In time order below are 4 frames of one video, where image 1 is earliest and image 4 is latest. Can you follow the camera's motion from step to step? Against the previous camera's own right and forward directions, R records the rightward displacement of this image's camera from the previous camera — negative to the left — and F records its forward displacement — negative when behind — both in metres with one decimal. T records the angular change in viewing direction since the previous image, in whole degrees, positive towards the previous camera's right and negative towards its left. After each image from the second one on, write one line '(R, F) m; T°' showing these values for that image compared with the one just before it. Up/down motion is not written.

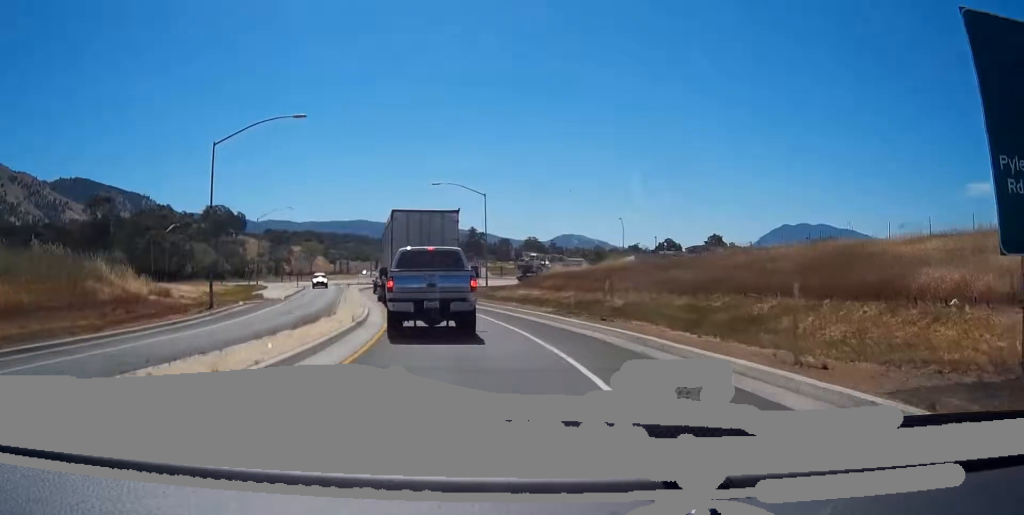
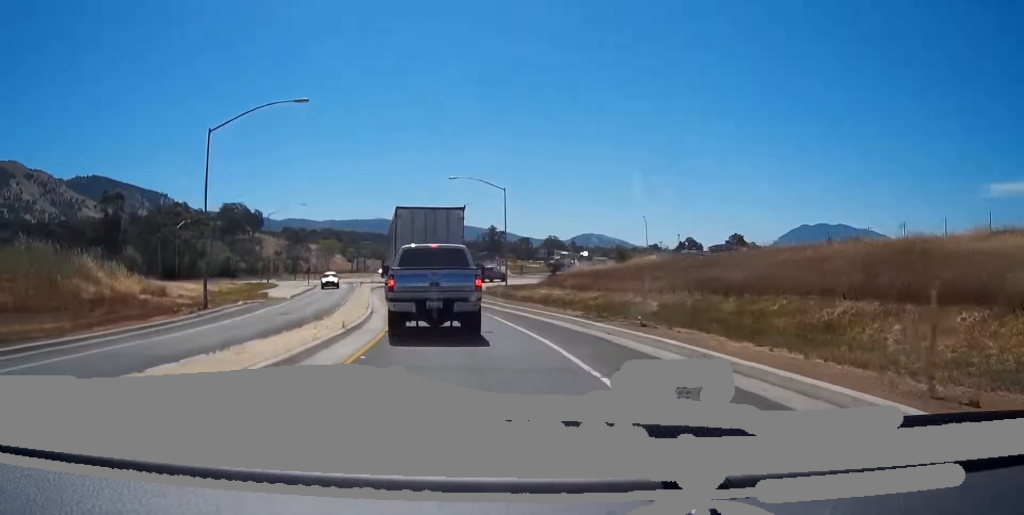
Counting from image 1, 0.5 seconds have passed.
(-0.2, +3.2) m; -2°
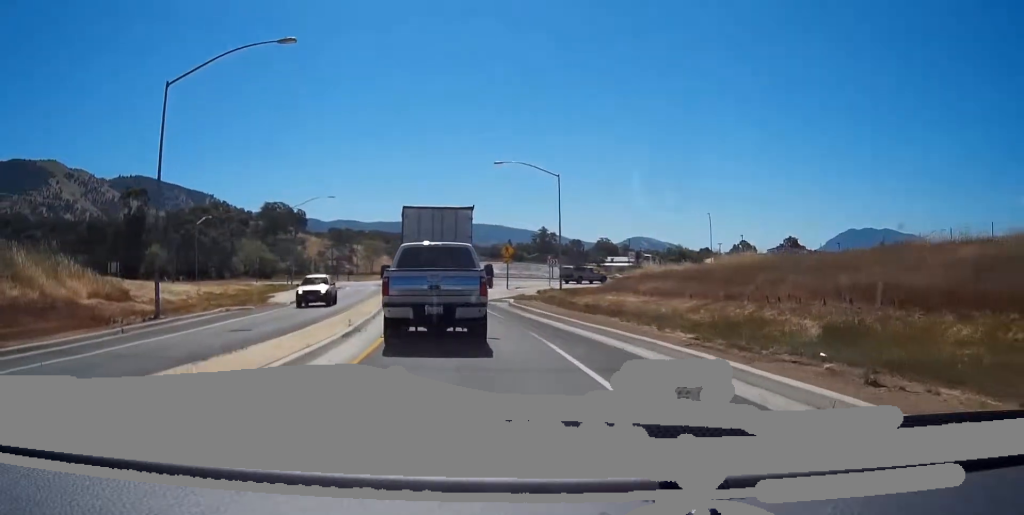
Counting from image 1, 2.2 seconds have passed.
(-0.4, +10.0) m; -4°
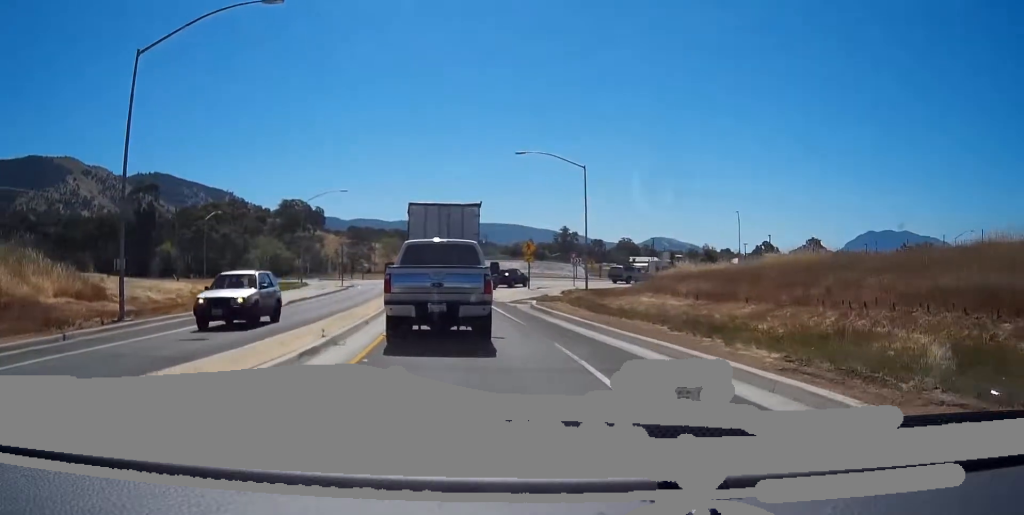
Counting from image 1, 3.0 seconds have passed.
(-0.1, +4.0) m; -1°
